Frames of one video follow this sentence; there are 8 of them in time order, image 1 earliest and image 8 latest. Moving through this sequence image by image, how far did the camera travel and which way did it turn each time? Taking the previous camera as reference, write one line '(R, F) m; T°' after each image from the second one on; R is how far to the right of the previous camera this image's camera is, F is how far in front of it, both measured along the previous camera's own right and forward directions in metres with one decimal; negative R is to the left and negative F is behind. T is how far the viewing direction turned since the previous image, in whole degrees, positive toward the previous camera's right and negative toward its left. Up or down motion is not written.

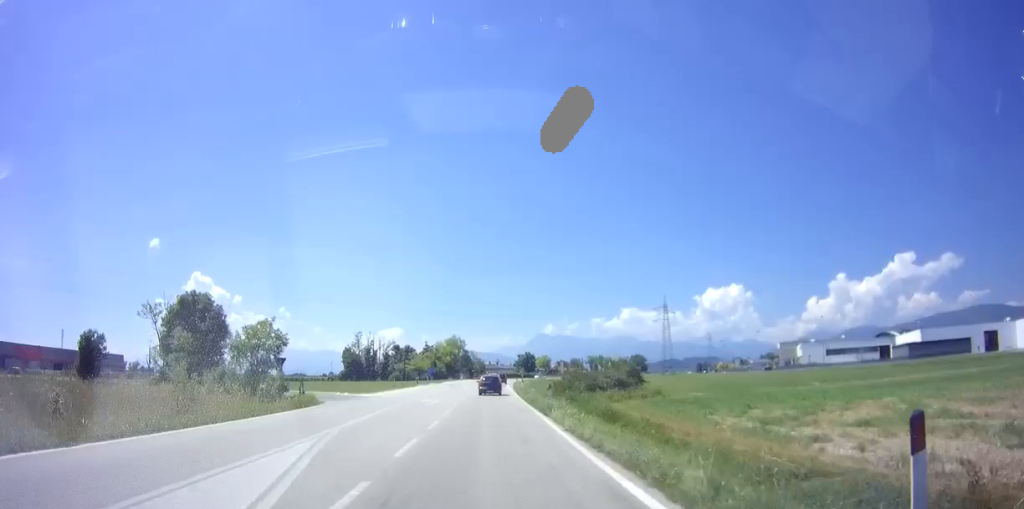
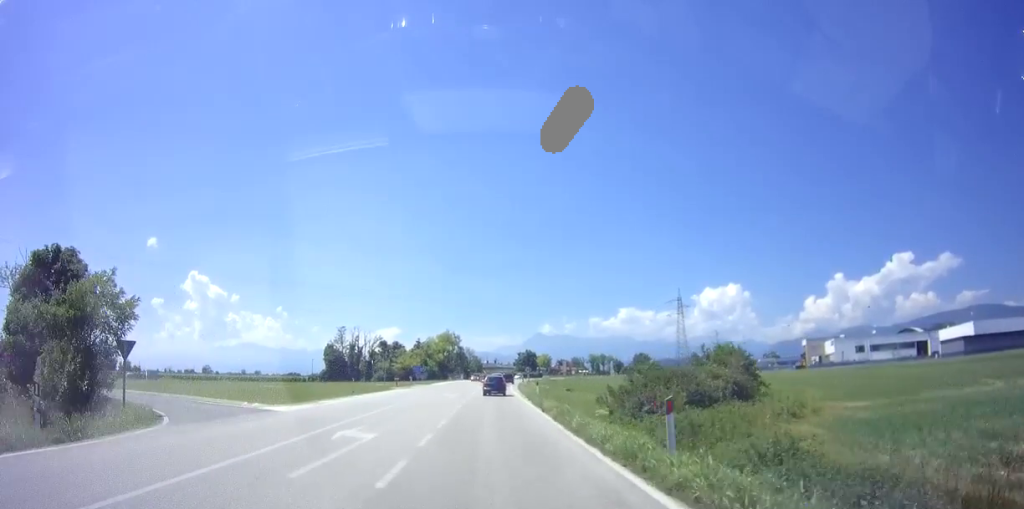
(0.0, +16.4) m; 0°
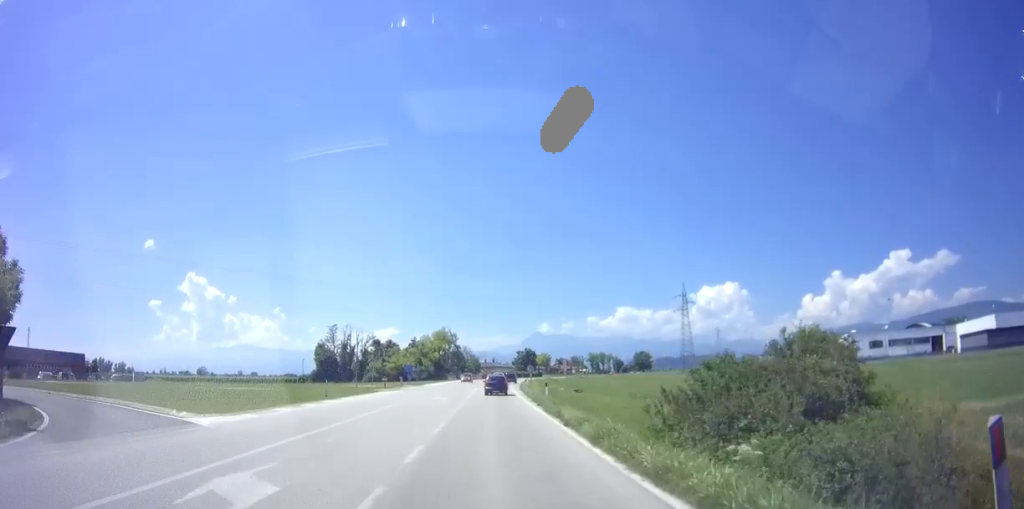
(0.0, +6.2) m; 0°
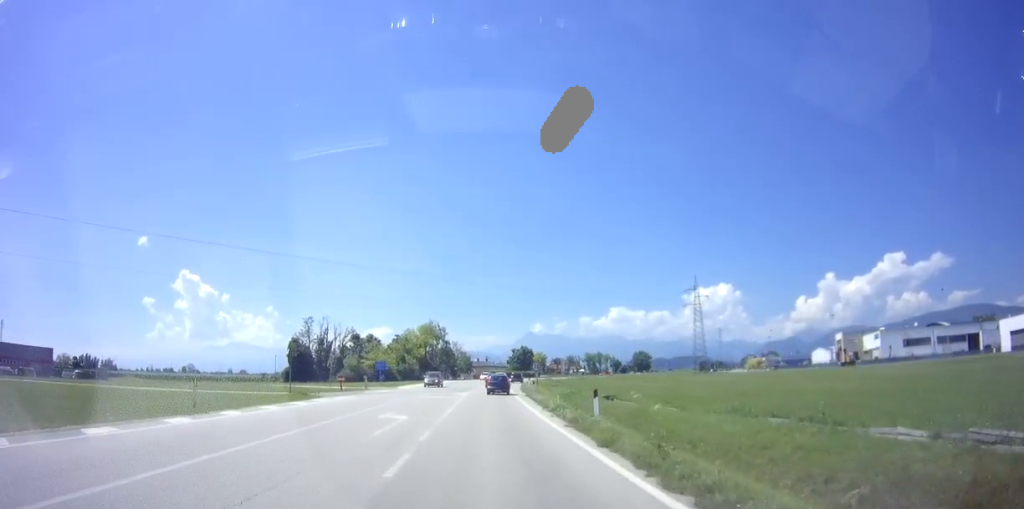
(+0.1, +14.6) m; +2°
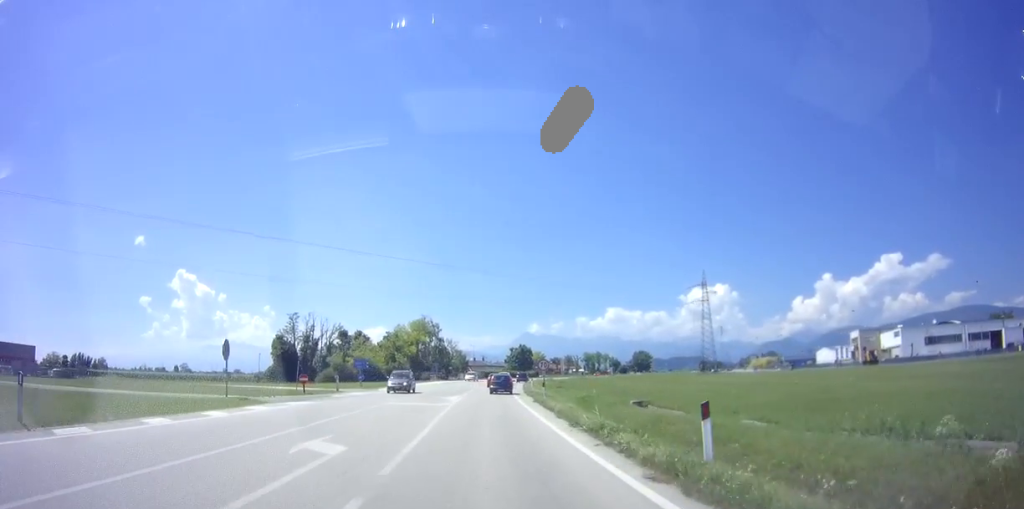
(0.0, +7.9) m; +1°
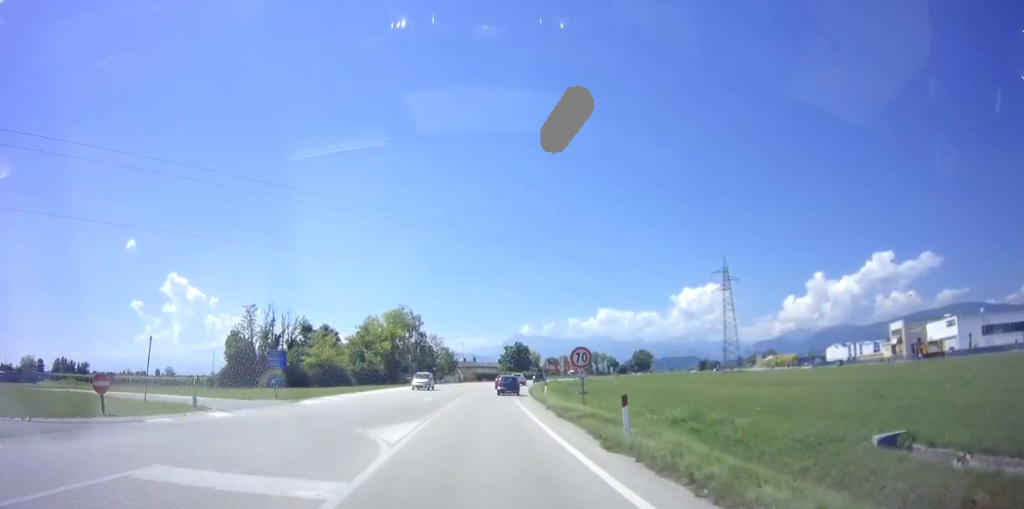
(+0.4, +18.3) m; 0°
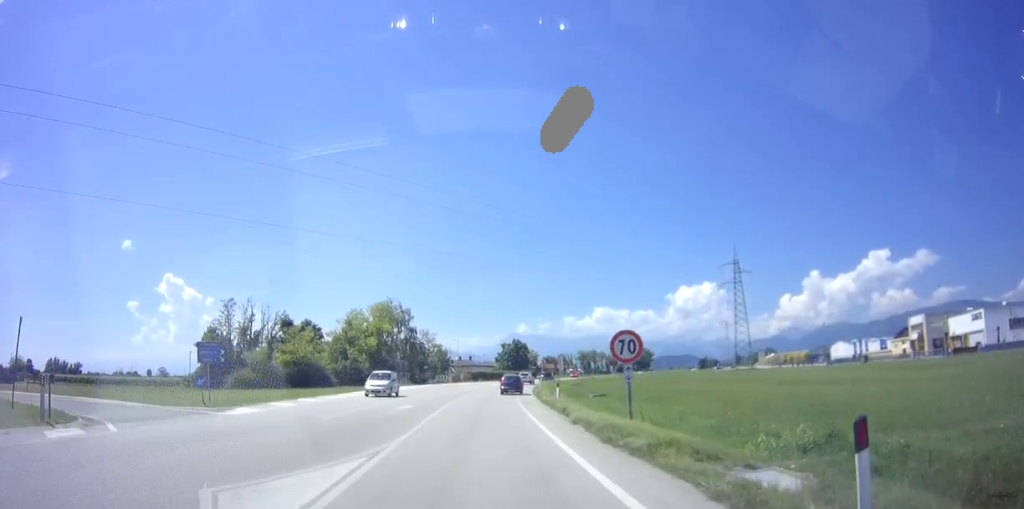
(-0.2, +8.1) m; +1°
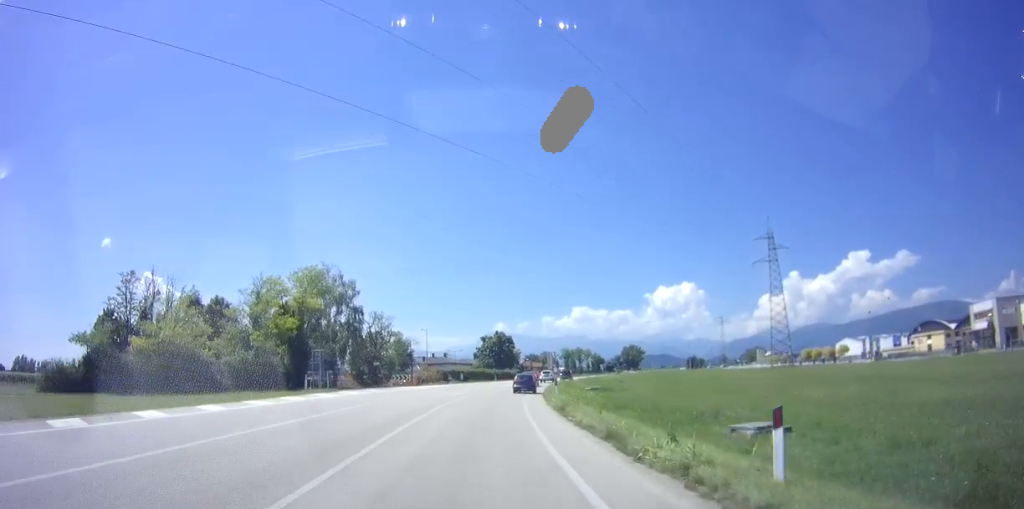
(+0.6, +23.5) m; +3°
